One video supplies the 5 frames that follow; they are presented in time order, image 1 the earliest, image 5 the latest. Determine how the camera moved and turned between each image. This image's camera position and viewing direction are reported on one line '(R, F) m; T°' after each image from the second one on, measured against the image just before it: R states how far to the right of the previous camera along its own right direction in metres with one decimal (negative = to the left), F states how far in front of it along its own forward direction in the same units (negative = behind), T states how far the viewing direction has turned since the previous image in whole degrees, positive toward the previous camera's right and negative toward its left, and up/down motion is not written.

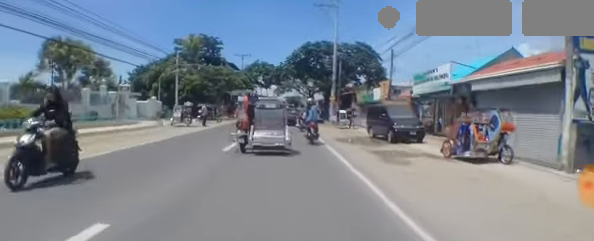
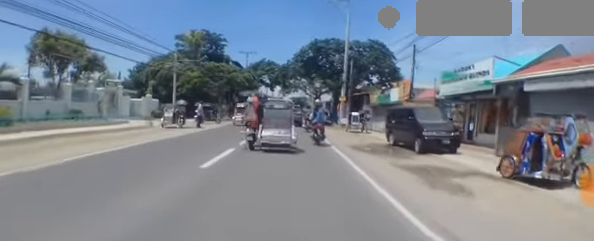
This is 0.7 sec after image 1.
(+0.1, +3.7) m; -1°
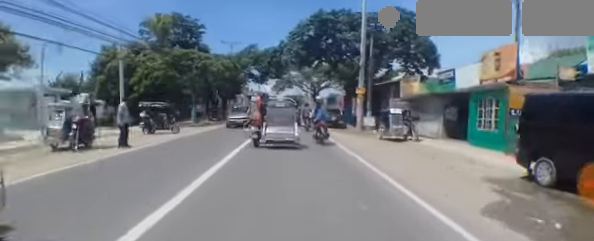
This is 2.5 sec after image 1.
(-0.4, +9.3) m; -3°
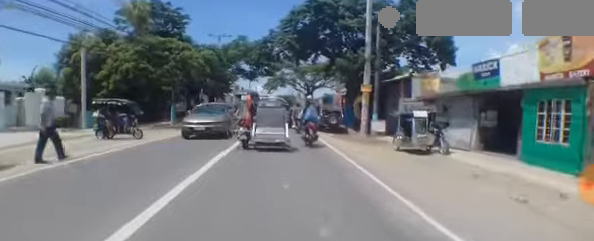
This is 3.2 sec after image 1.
(0.0, +3.2) m; +2°
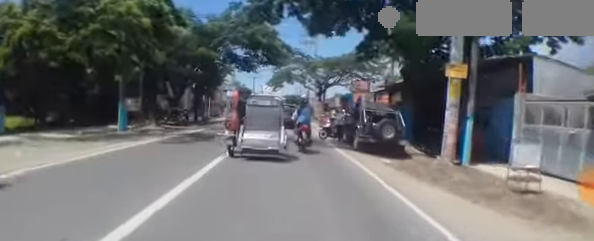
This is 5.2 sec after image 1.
(+0.3, +7.4) m; -1°
